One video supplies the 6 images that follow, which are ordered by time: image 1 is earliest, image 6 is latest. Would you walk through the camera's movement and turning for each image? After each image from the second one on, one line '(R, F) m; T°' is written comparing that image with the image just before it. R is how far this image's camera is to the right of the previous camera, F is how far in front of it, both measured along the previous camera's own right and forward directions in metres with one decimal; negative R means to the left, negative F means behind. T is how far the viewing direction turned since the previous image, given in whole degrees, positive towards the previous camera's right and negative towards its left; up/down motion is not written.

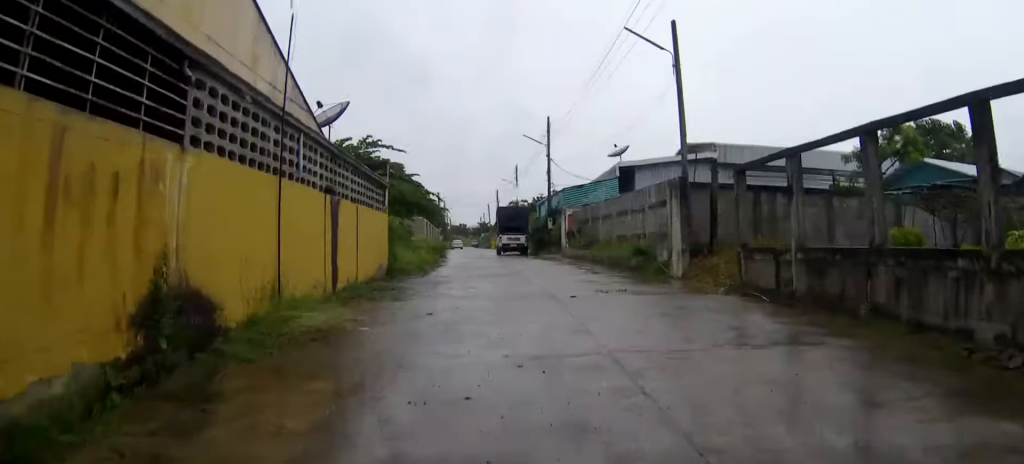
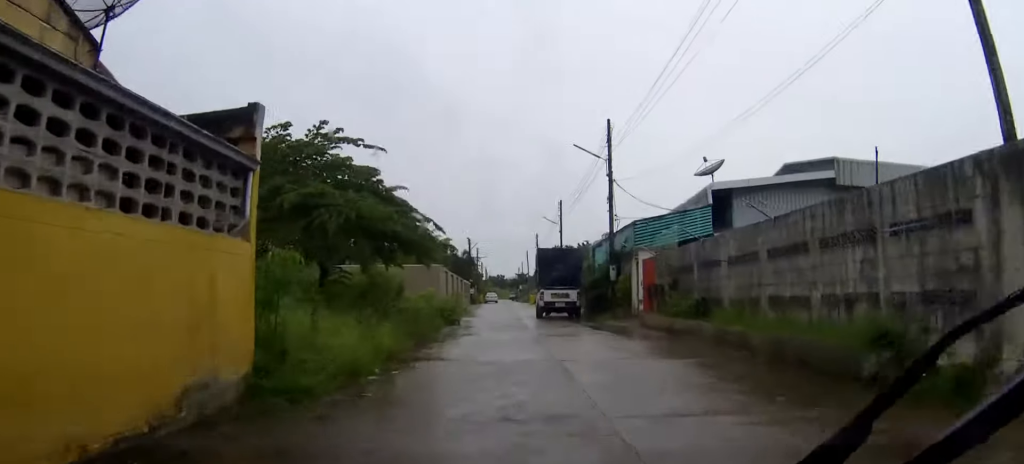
(+0.4, +12.1) m; +1°
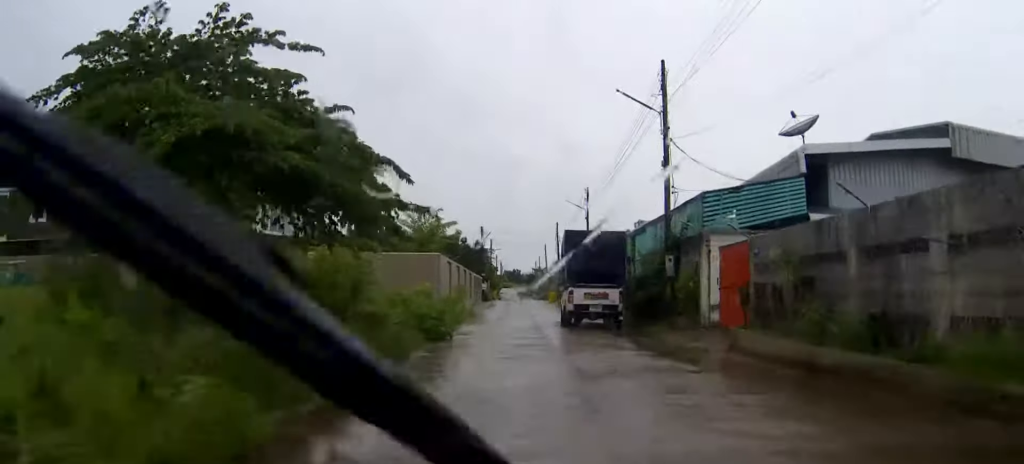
(-0.3, +8.6) m; -3°
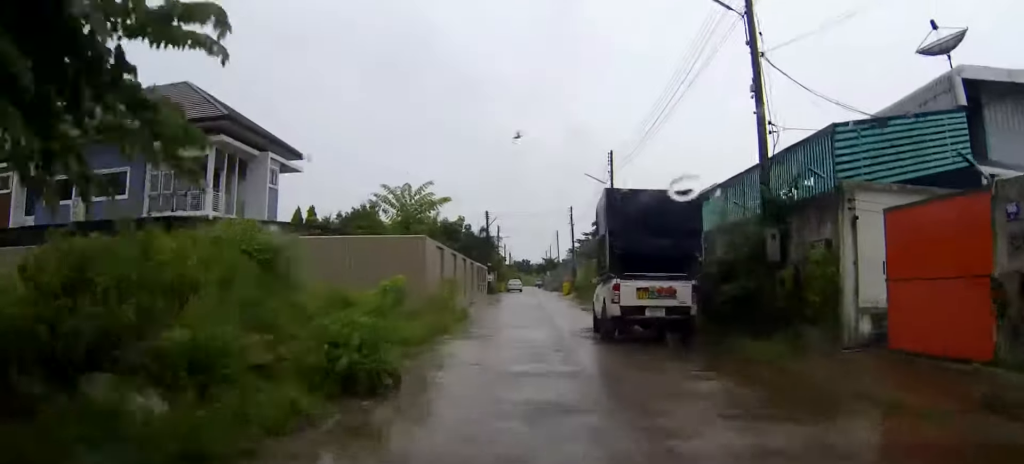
(-0.1, +9.1) m; -1°
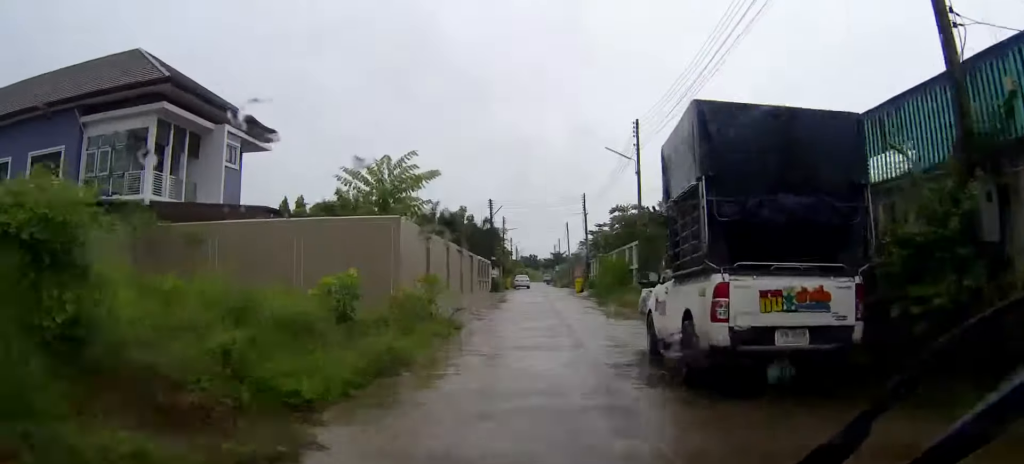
(0.0, +7.6) m; 0°
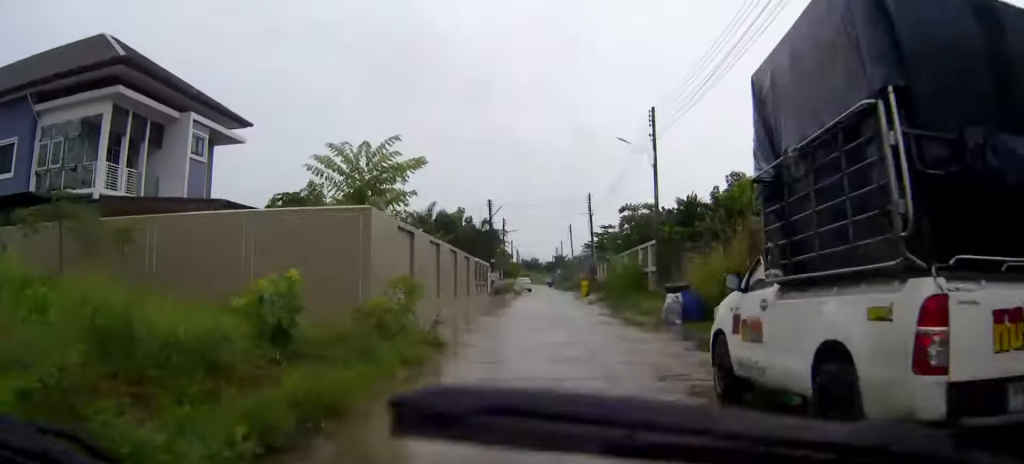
(0.0, +4.2) m; 0°
